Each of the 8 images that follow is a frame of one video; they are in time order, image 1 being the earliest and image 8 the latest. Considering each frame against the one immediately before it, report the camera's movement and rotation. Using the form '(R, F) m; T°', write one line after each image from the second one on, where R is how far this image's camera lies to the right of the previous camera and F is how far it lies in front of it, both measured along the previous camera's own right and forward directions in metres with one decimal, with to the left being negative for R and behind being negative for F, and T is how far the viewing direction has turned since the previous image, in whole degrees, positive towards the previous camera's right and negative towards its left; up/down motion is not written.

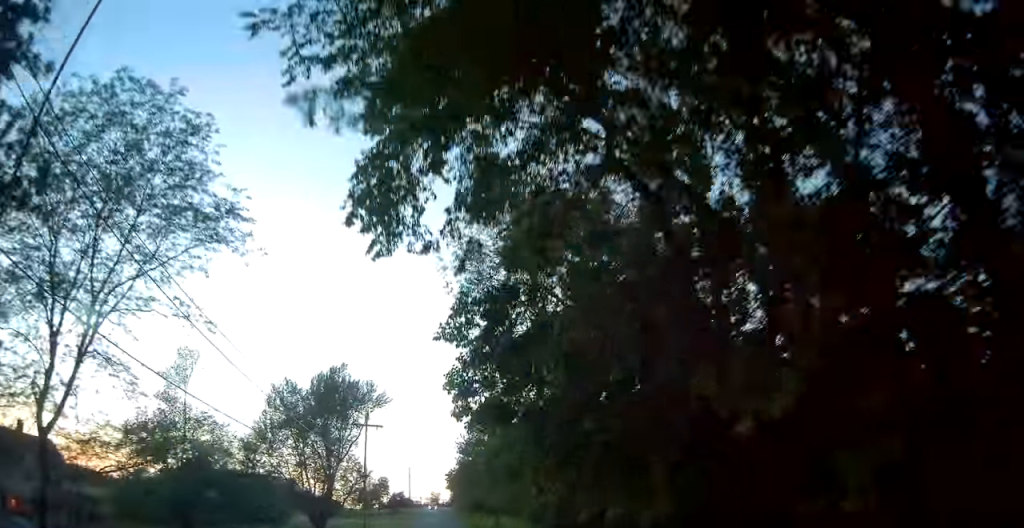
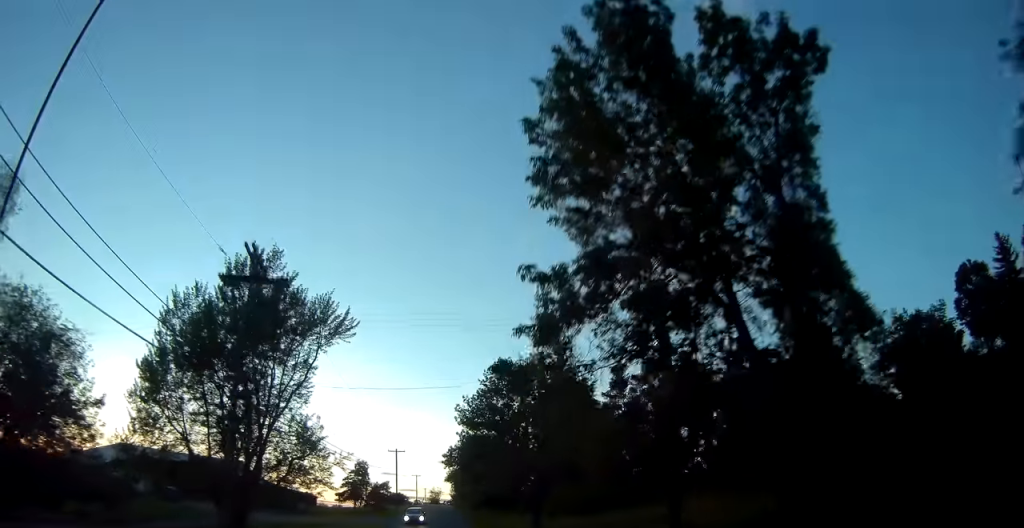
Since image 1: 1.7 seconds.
(+0.2, +26.3) m; +1°
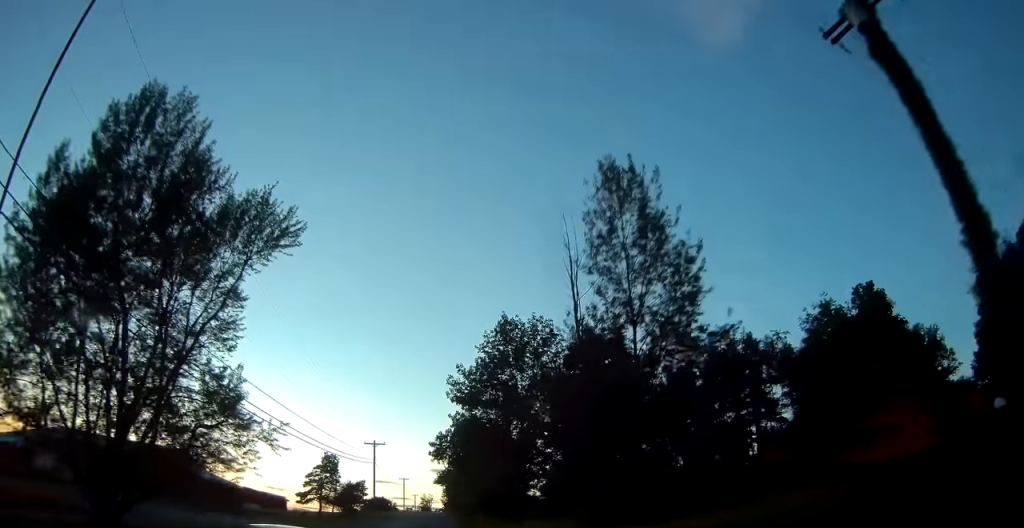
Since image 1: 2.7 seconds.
(0.0, +15.5) m; -1°
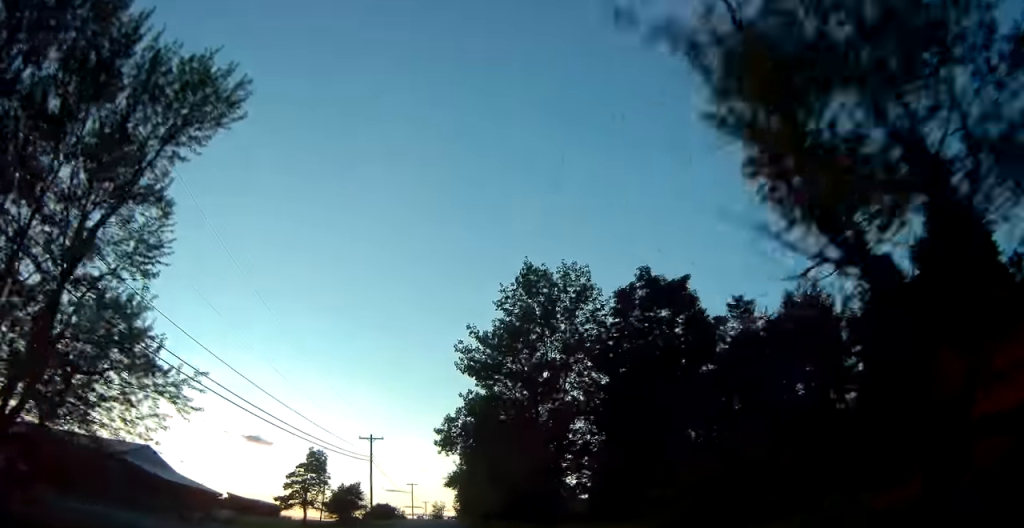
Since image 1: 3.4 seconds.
(-0.2, +11.0) m; 0°
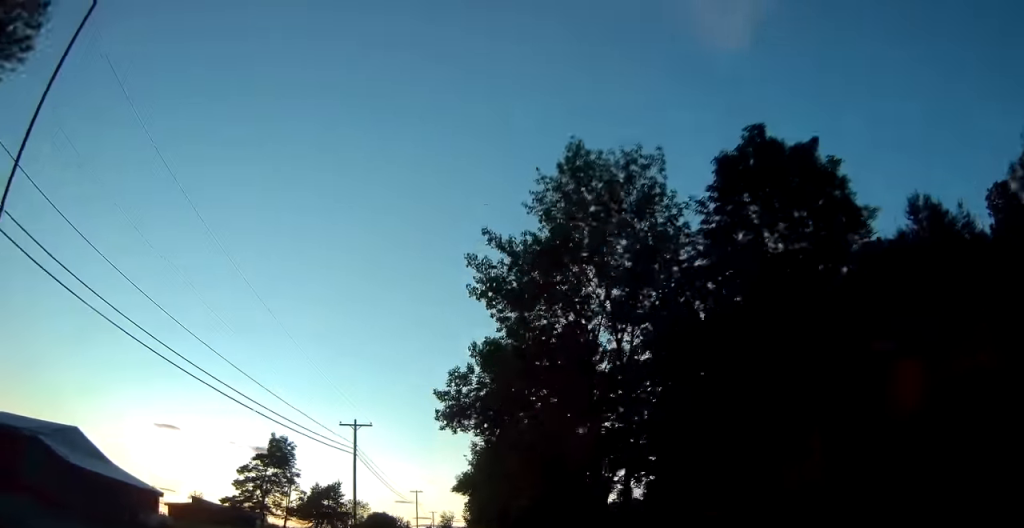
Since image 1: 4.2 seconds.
(0.0, +13.4) m; 0°
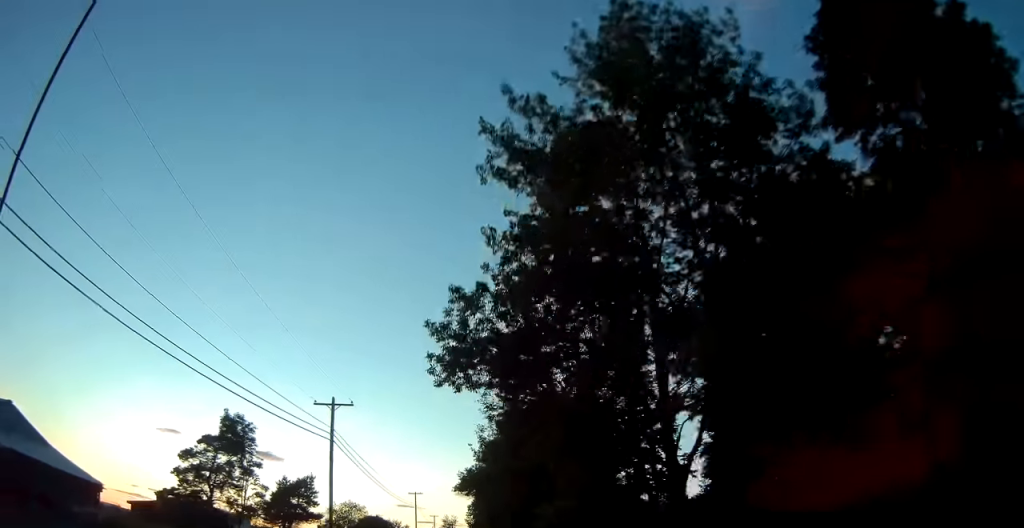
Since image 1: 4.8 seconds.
(+0.1, +8.7) m; 0°
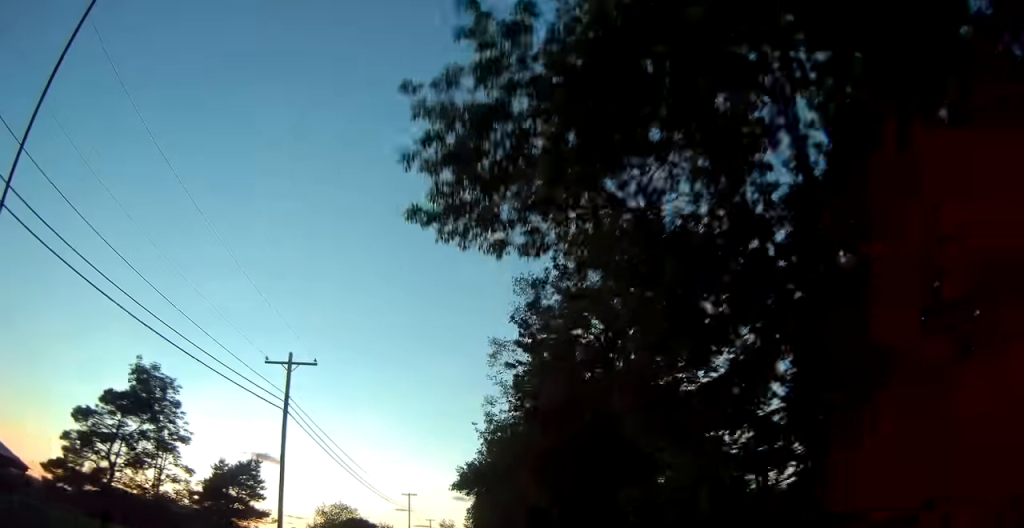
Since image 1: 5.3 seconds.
(-0.1, +9.3) m; -1°
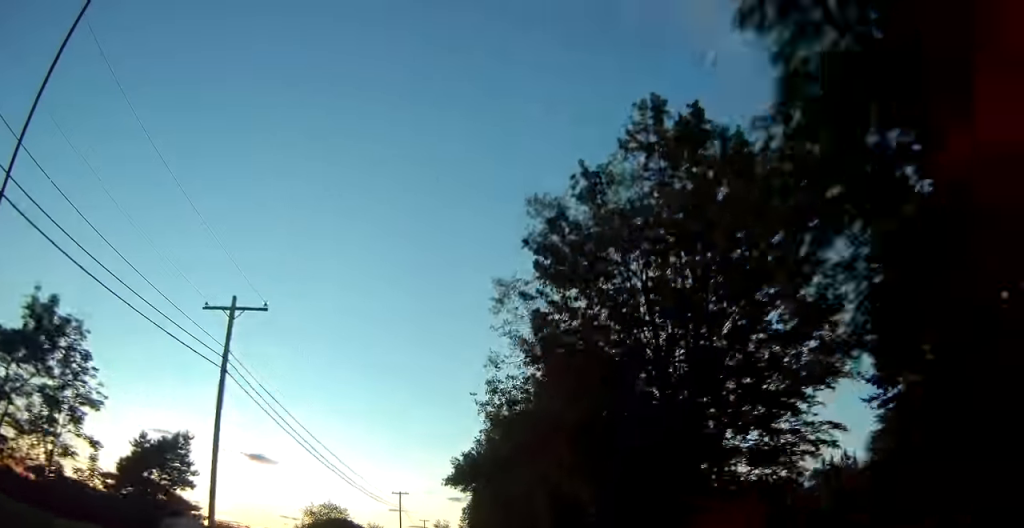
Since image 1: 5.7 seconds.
(0.0, +6.6) m; 0°
